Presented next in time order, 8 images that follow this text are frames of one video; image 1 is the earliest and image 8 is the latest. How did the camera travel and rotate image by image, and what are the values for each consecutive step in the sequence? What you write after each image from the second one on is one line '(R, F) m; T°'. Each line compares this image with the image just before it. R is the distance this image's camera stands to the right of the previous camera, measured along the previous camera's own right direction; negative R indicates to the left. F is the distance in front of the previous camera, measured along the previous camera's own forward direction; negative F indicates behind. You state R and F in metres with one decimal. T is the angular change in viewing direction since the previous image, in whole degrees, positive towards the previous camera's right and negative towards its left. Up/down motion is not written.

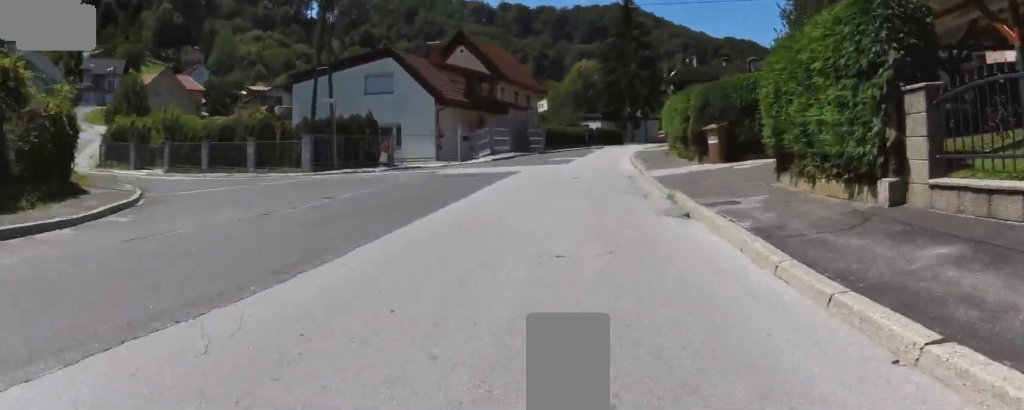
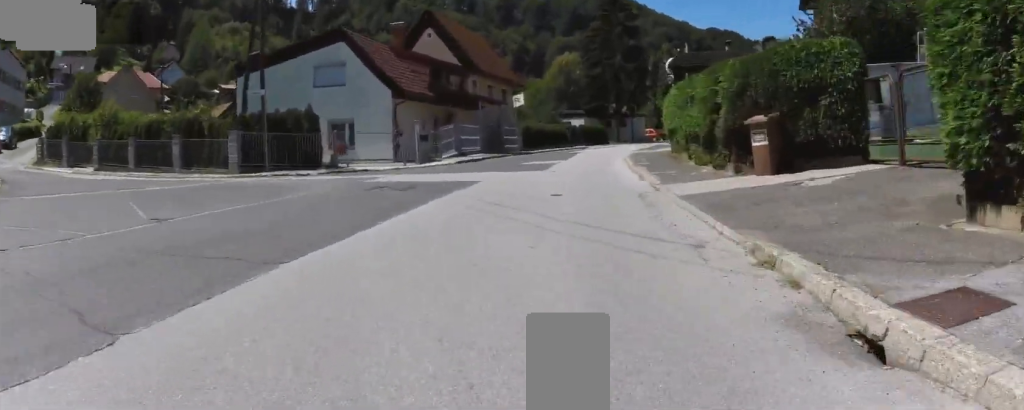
(+0.1, +4.8) m; +6°
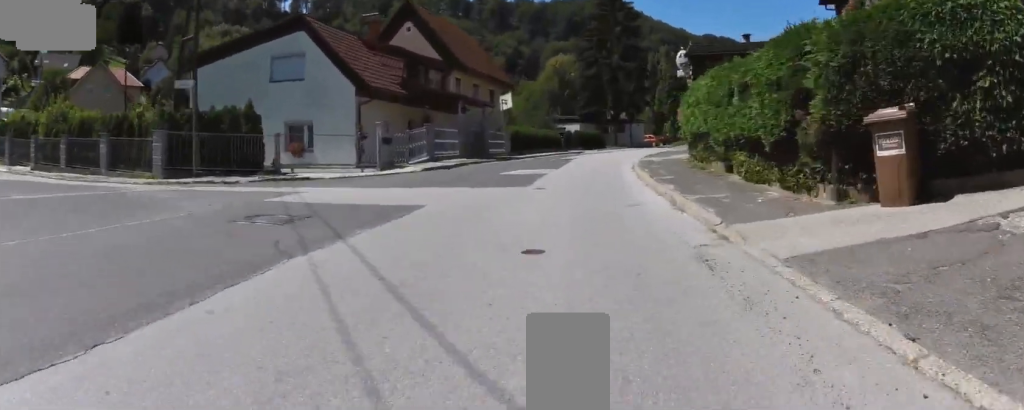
(+0.6, +4.3) m; +5°
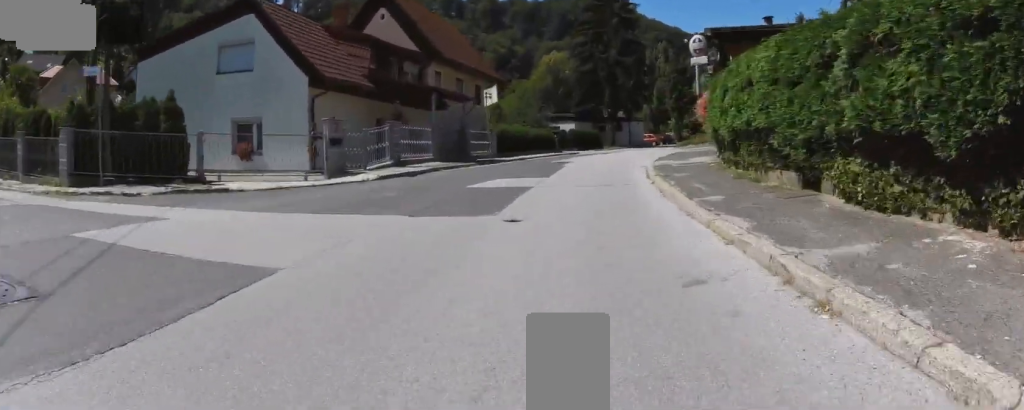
(+0.2, +4.0) m; +3°
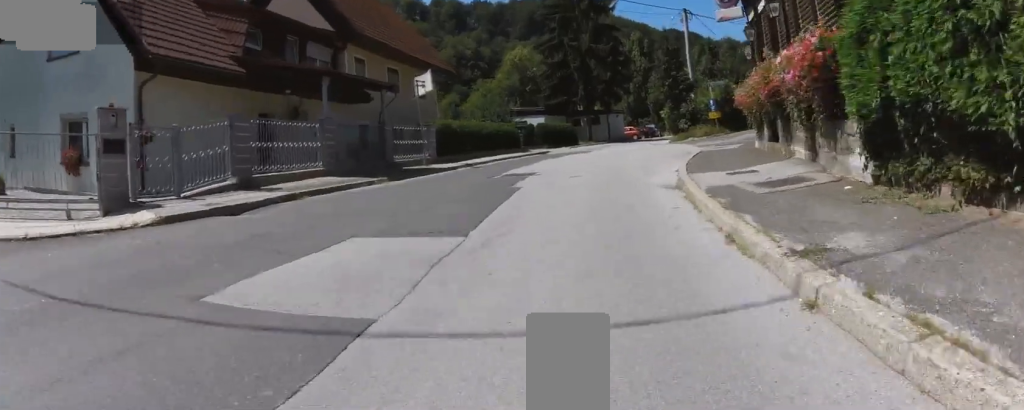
(0.0, +7.7) m; 0°
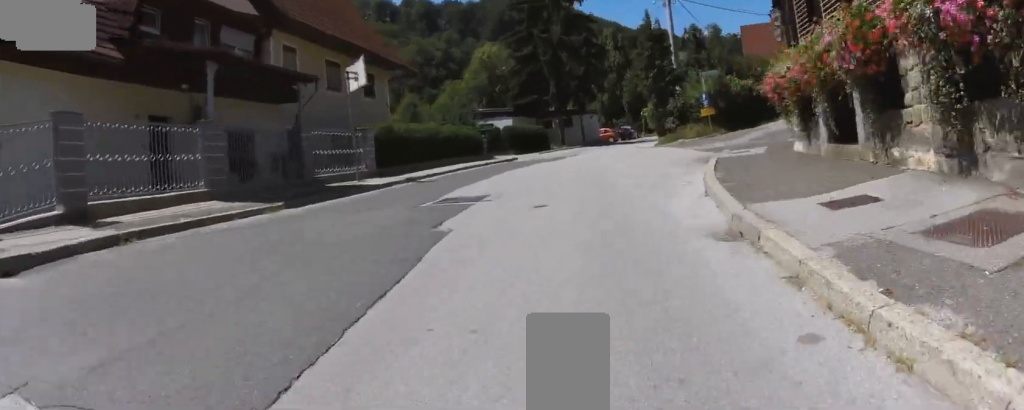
(0.0, +4.0) m; +1°
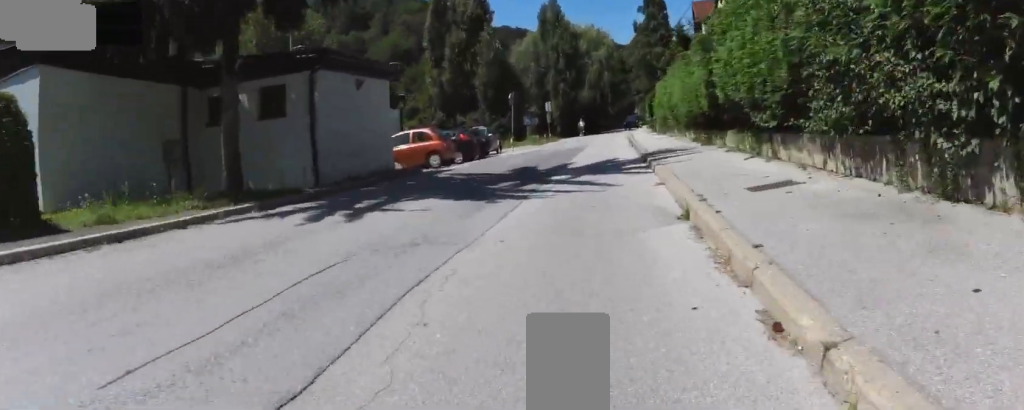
(+2.2, +33.5) m; +14°
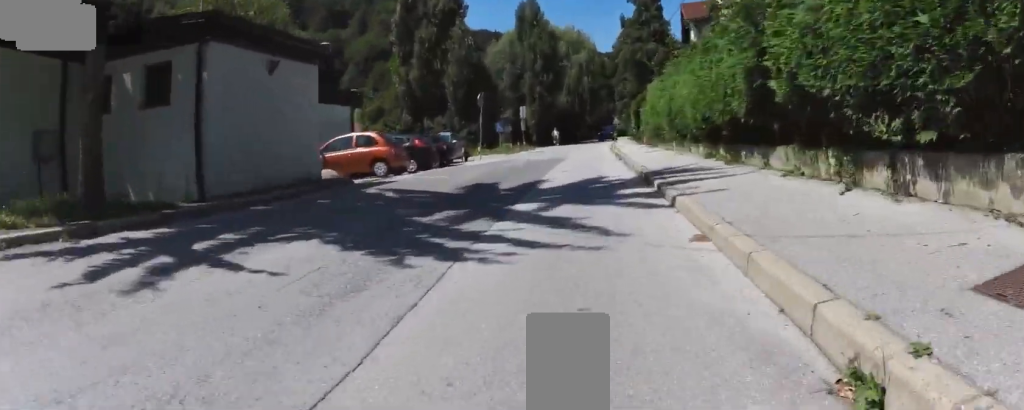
(0.0, +3.6) m; +3°
